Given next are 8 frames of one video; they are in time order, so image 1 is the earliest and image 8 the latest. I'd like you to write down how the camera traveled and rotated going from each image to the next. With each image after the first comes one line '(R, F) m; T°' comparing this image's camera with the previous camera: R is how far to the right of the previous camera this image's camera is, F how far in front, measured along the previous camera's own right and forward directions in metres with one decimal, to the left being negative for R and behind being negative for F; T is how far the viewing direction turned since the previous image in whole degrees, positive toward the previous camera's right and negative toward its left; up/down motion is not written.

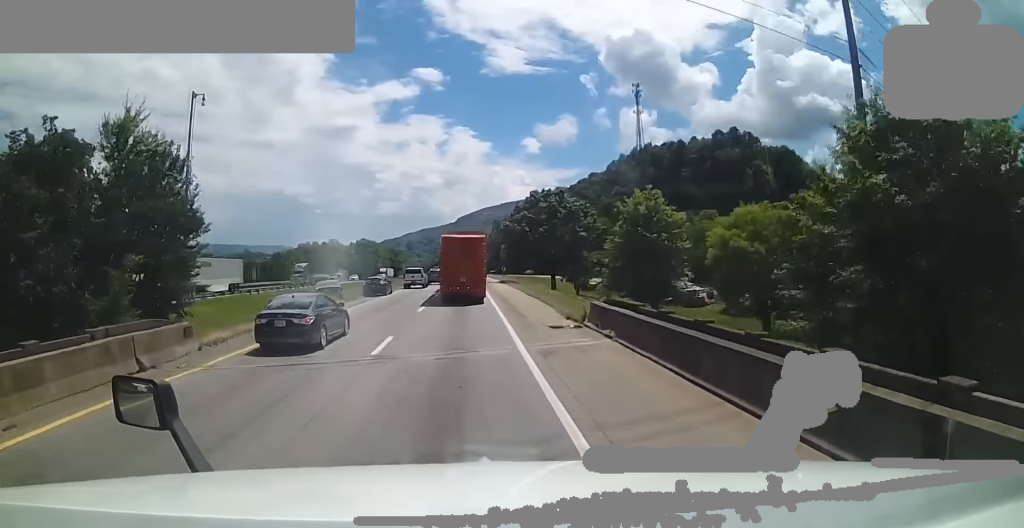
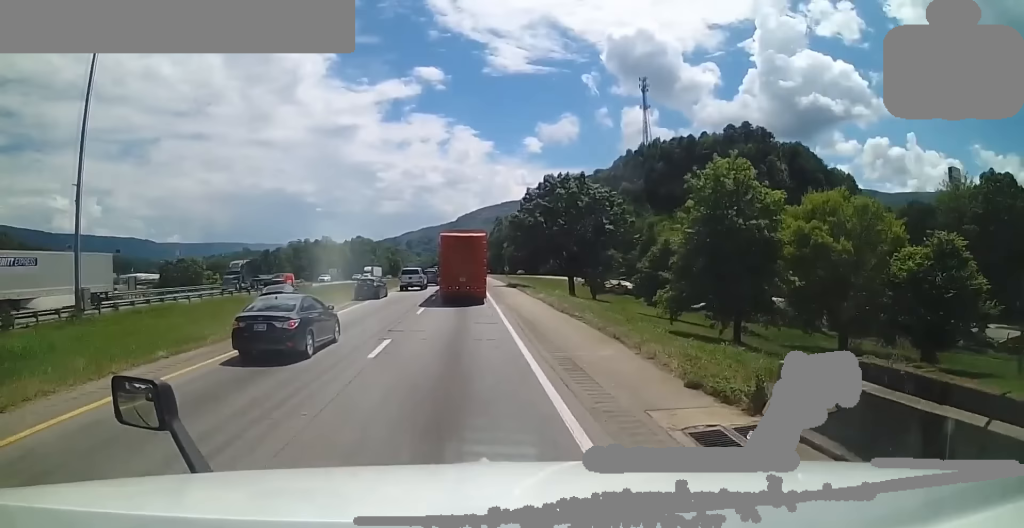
(-0.1, +14.7) m; 0°
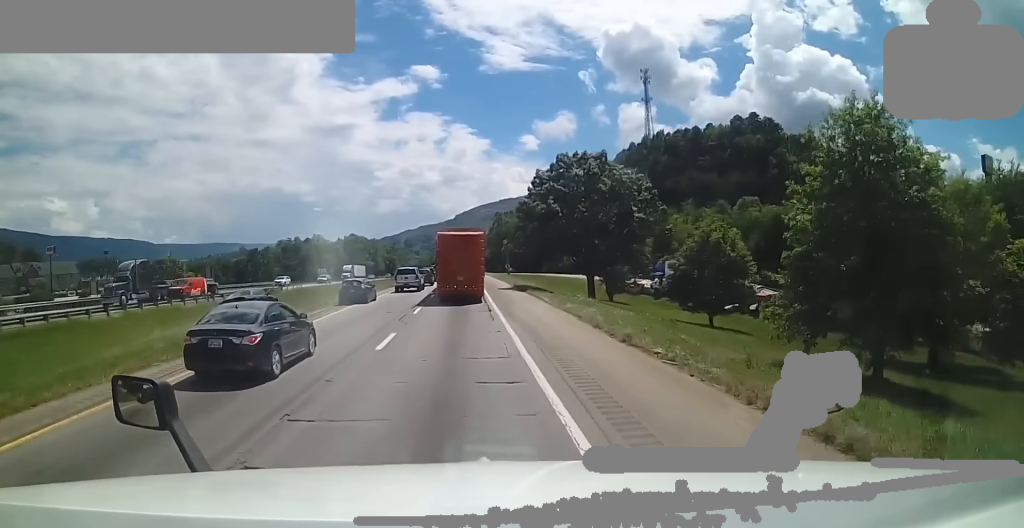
(0.0, +12.8) m; +1°
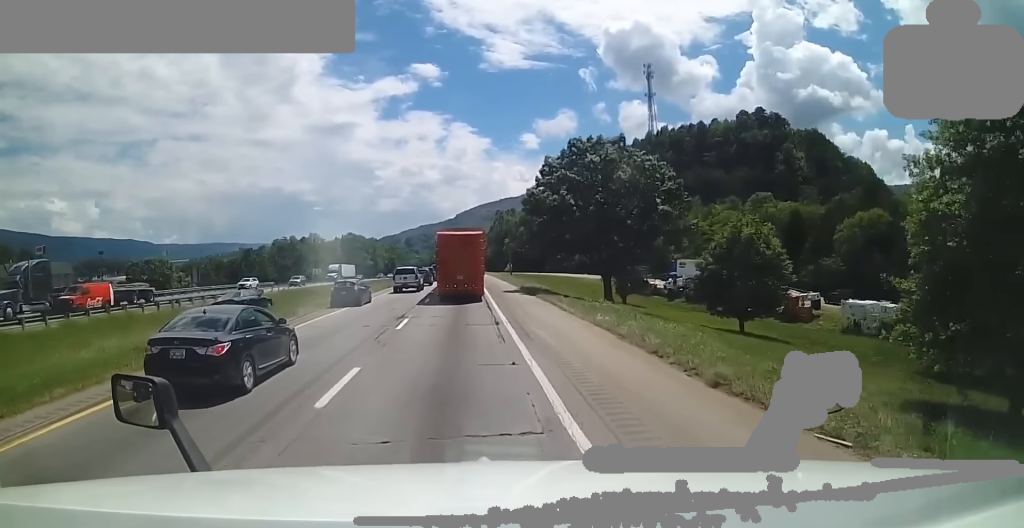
(+0.3, +7.1) m; +1°
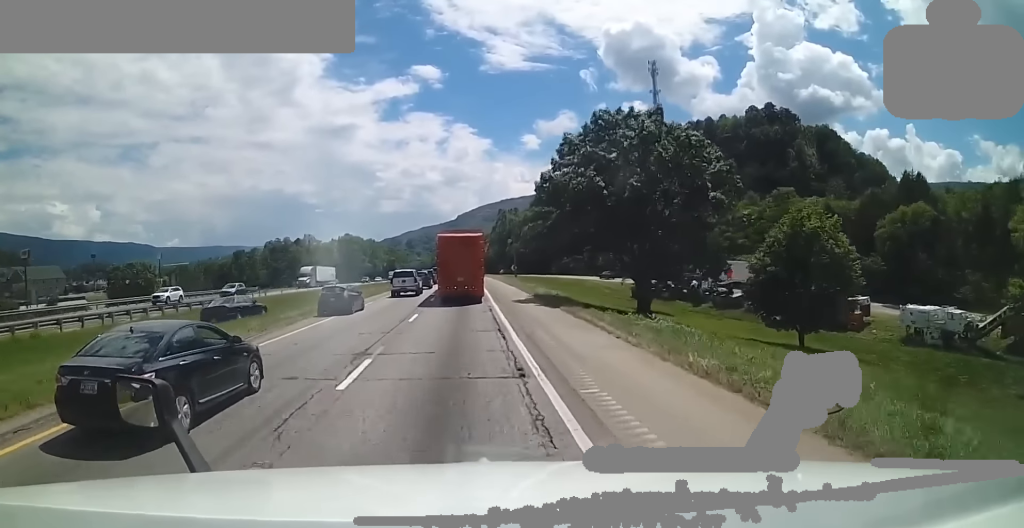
(+0.1, +10.5) m; 0°
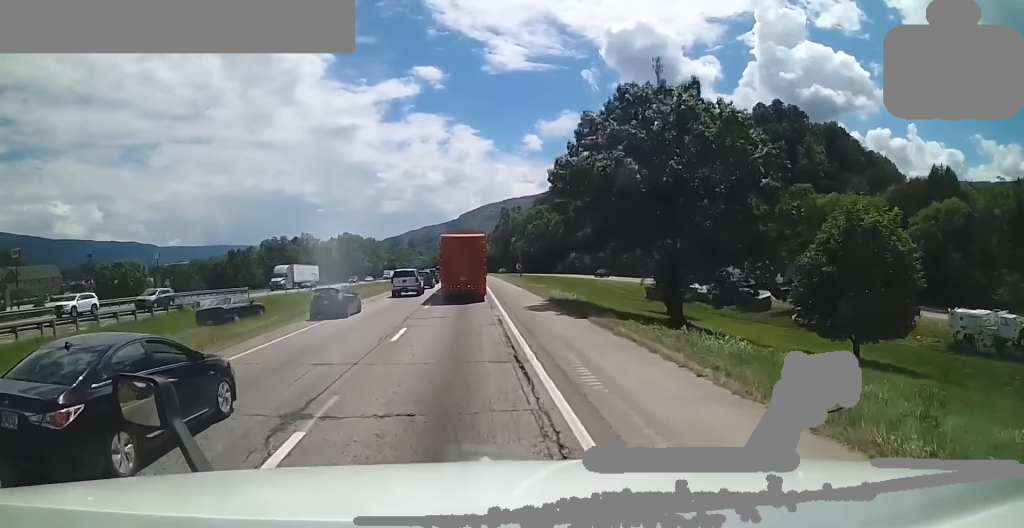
(0.0, +7.1) m; -1°
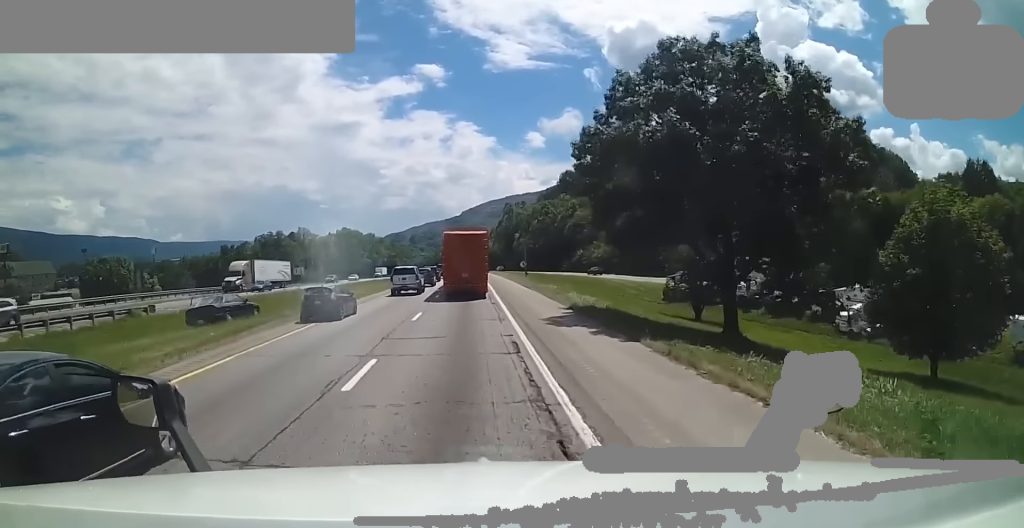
(-0.1, +7.4) m; -1°
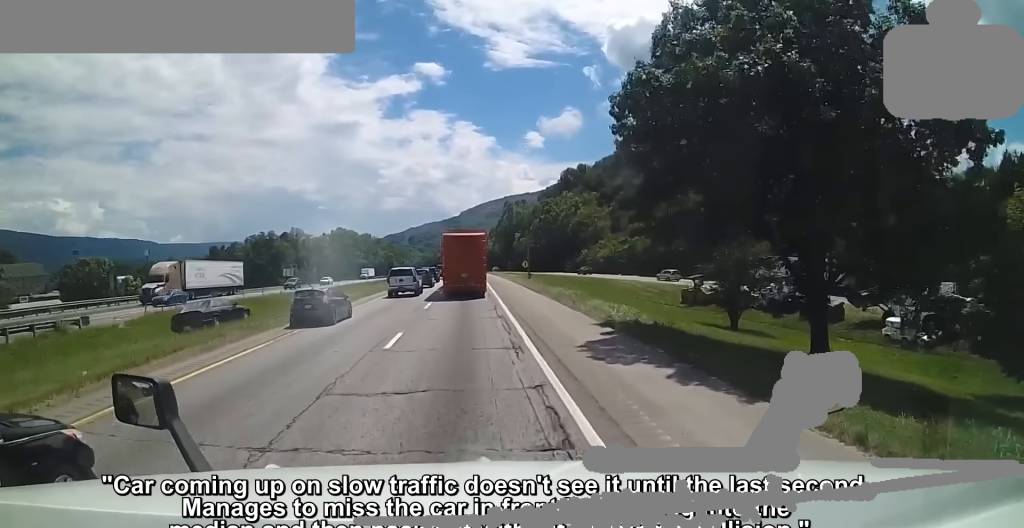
(-0.1, +7.5) m; -1°
